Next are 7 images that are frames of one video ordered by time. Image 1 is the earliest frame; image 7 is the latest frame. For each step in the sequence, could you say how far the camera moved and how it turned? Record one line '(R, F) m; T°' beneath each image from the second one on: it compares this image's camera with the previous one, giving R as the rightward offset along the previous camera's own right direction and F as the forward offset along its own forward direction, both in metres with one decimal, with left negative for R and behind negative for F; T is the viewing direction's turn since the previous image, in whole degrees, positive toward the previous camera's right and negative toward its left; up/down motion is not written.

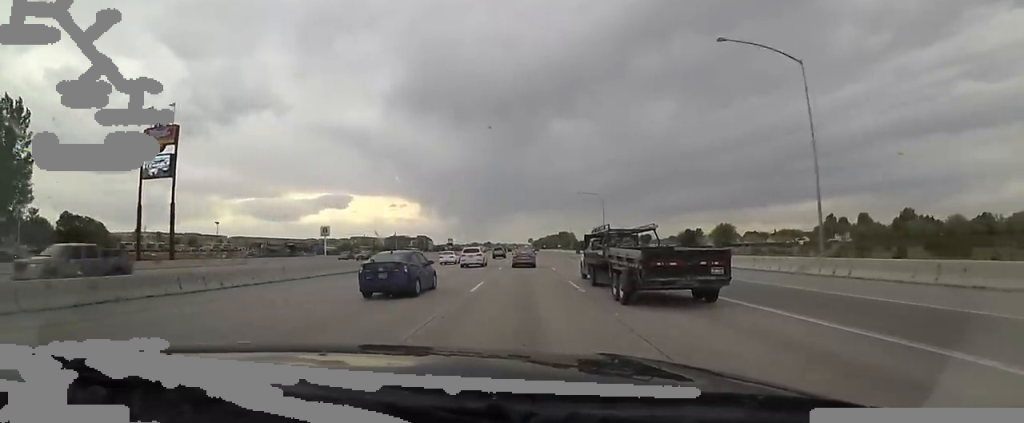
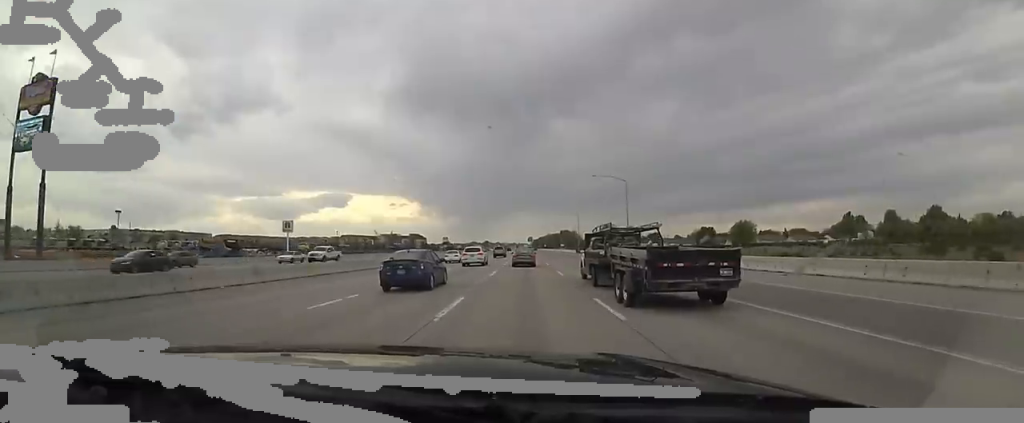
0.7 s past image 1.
(-0.5, +21.9) m; -1°
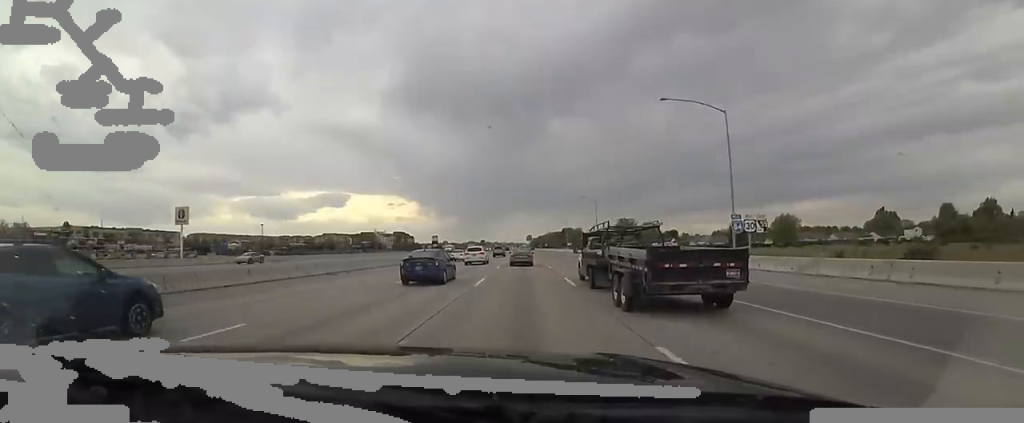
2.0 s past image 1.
(0.0, +38.6) m; 0°
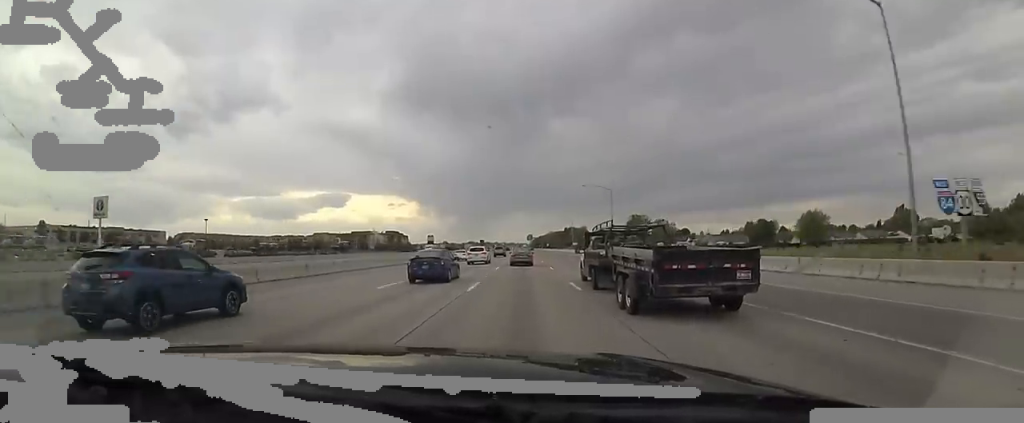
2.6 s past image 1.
(0.0, +18.5) m; 0°
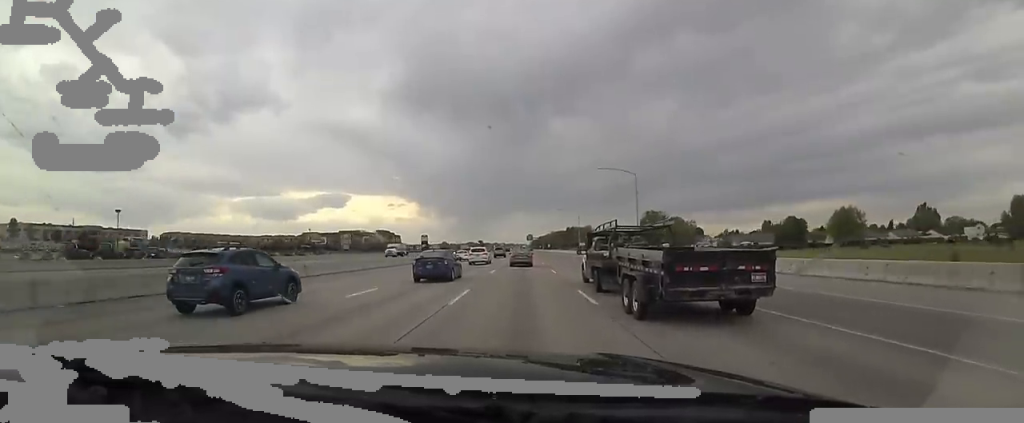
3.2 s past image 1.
(0.0, +19.5) m; 0°
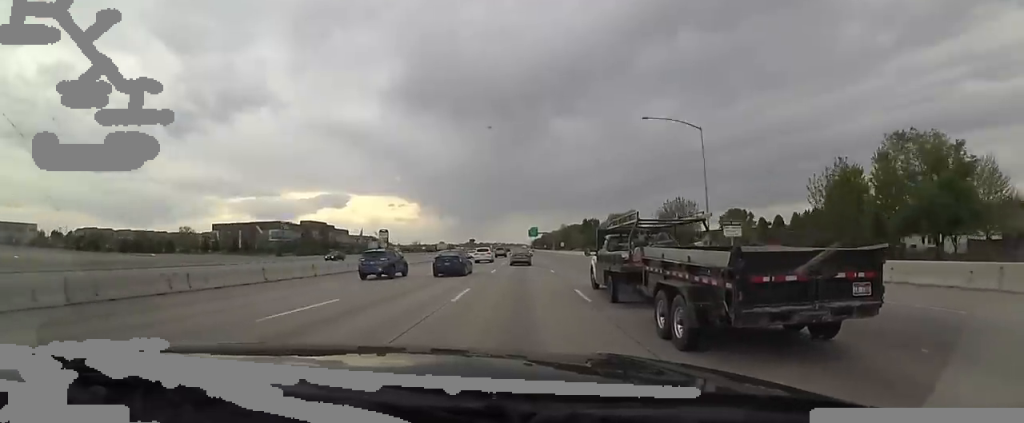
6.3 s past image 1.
(0.0, +86.5) m; 0°
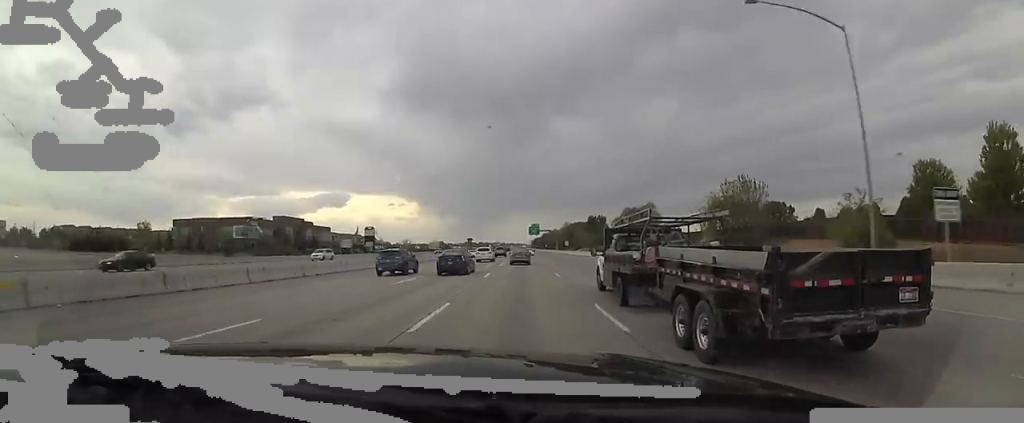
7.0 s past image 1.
(0.0, +19.2) m; 0°
